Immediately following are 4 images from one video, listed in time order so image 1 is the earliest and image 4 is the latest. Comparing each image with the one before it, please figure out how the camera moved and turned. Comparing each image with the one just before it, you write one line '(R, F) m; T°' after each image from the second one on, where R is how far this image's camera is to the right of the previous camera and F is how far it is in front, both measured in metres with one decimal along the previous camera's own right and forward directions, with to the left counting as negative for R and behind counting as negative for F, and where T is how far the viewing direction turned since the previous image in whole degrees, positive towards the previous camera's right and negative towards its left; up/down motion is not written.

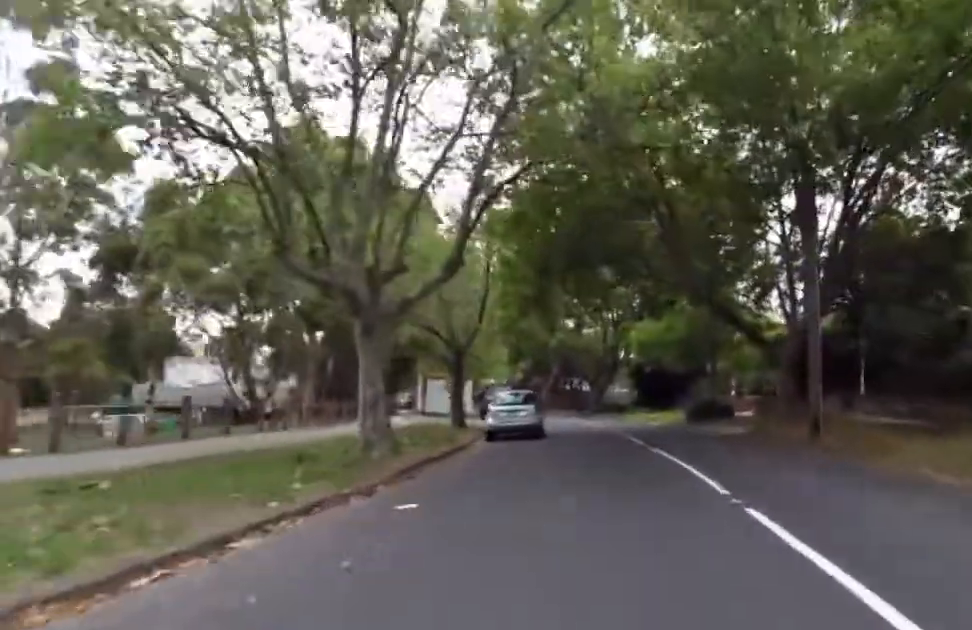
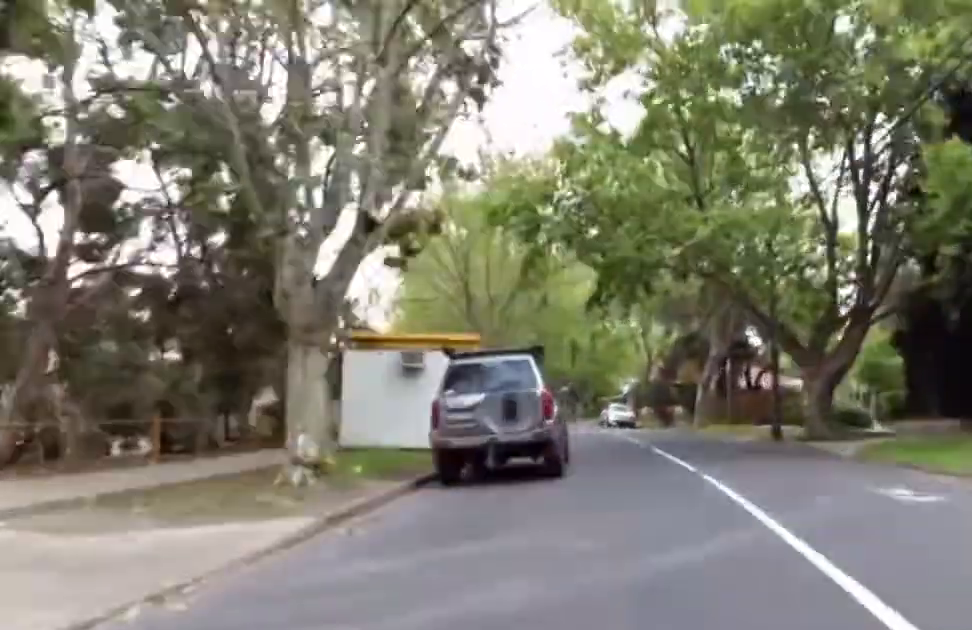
(-0.3, +35.6) m; -1°
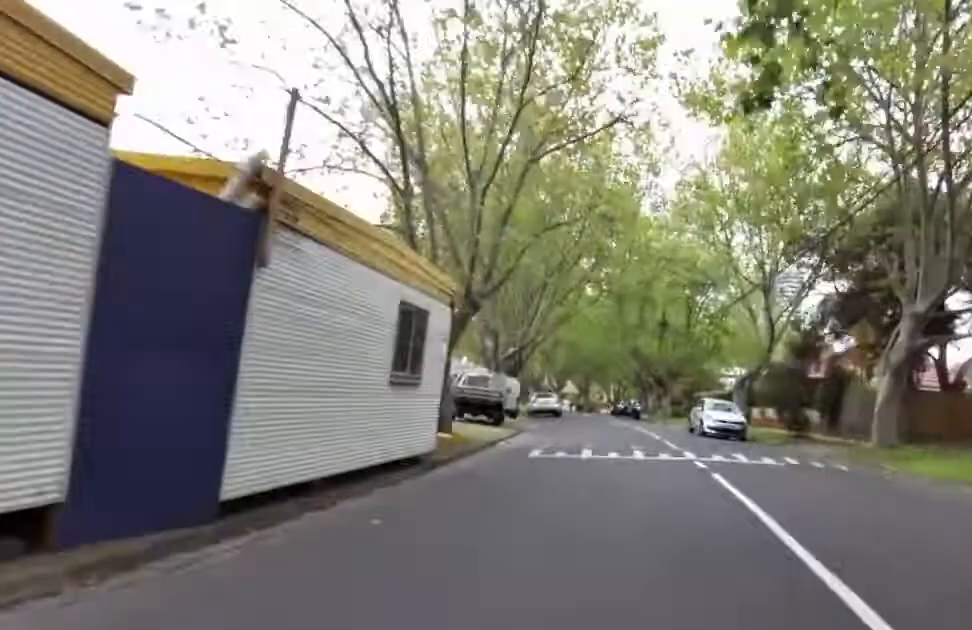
(-2.3, +19.2) m; -17°
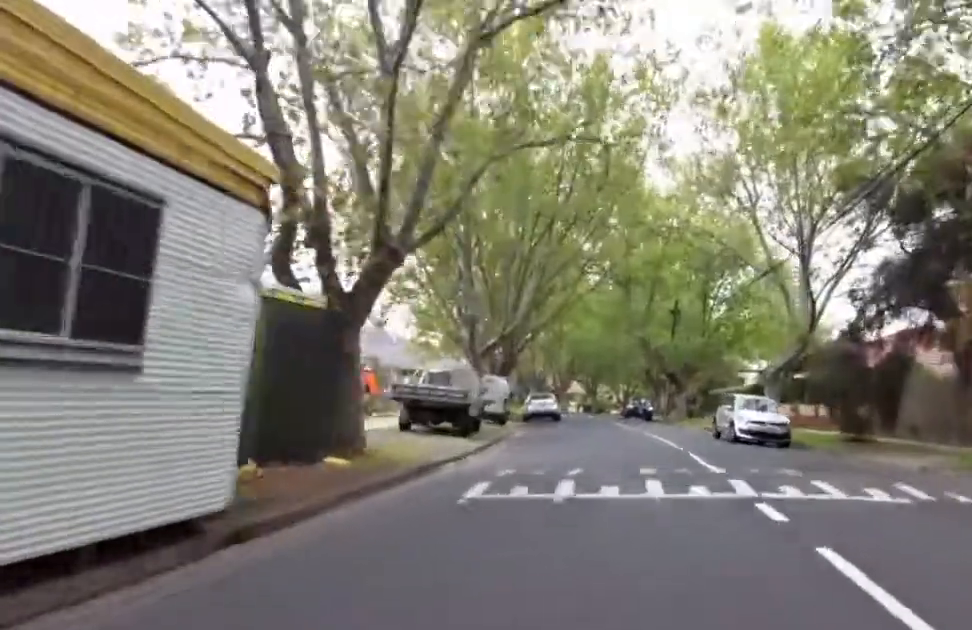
(-0.5, +6.3) m; 0°
